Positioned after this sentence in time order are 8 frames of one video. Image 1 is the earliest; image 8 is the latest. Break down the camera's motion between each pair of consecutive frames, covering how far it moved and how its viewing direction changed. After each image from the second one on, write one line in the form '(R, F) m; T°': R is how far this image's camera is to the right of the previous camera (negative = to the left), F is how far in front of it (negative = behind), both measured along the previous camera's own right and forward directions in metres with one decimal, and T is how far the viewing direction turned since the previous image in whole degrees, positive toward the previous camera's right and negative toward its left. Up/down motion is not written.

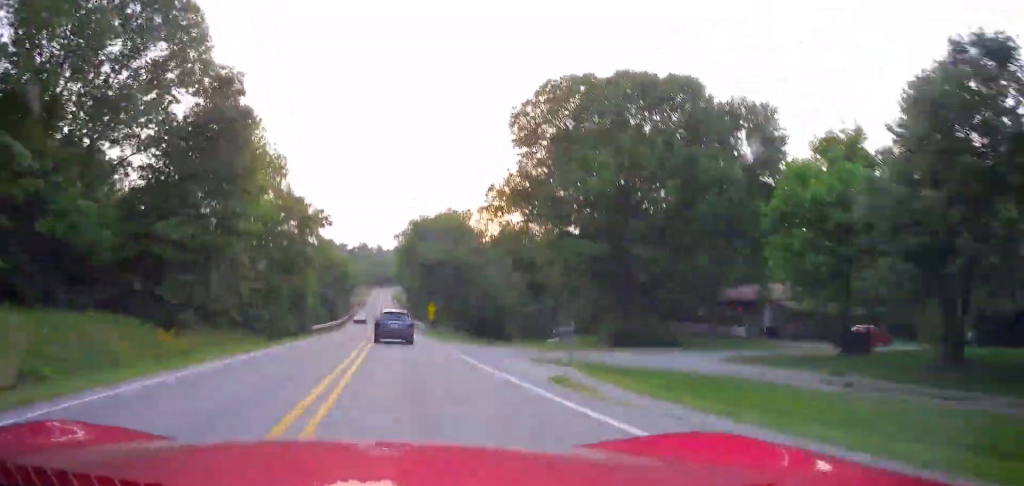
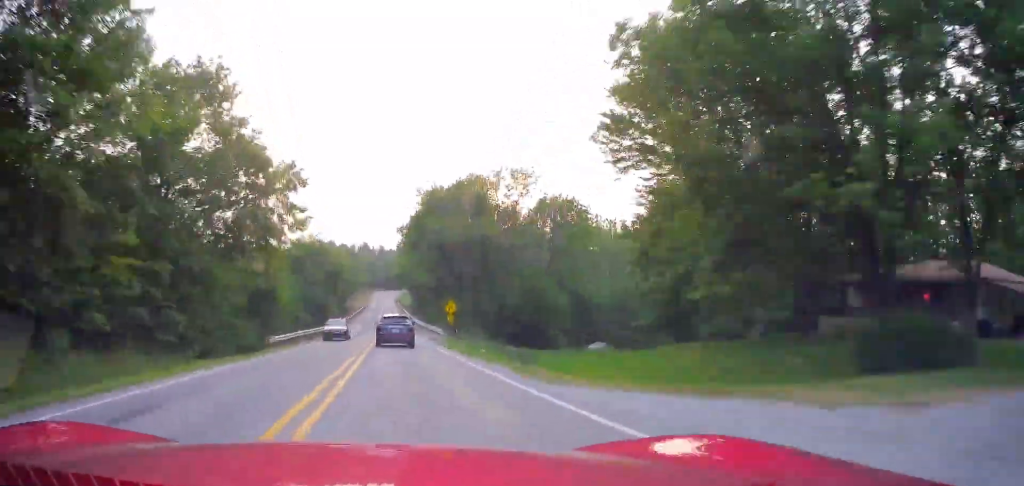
(-0.3, +20.5) m; -1°
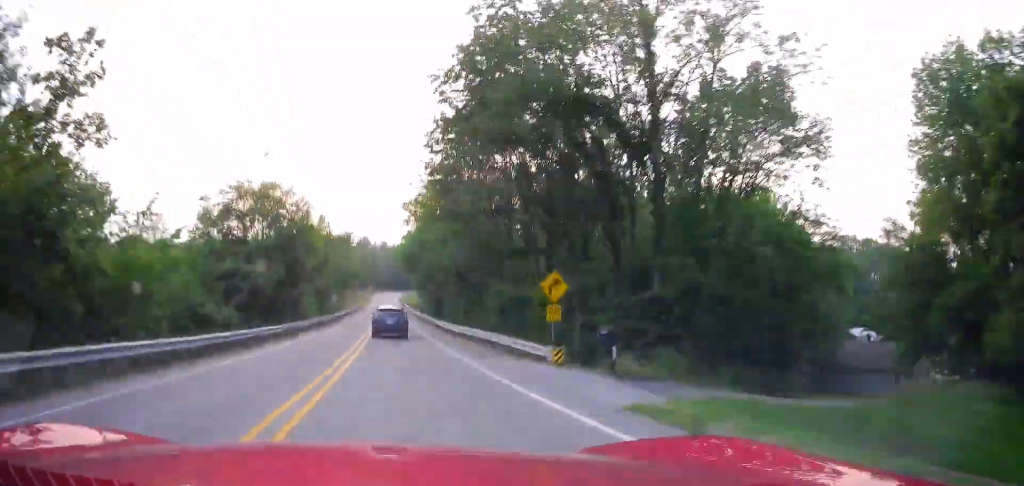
(-0.3, +36.4) m; -1°
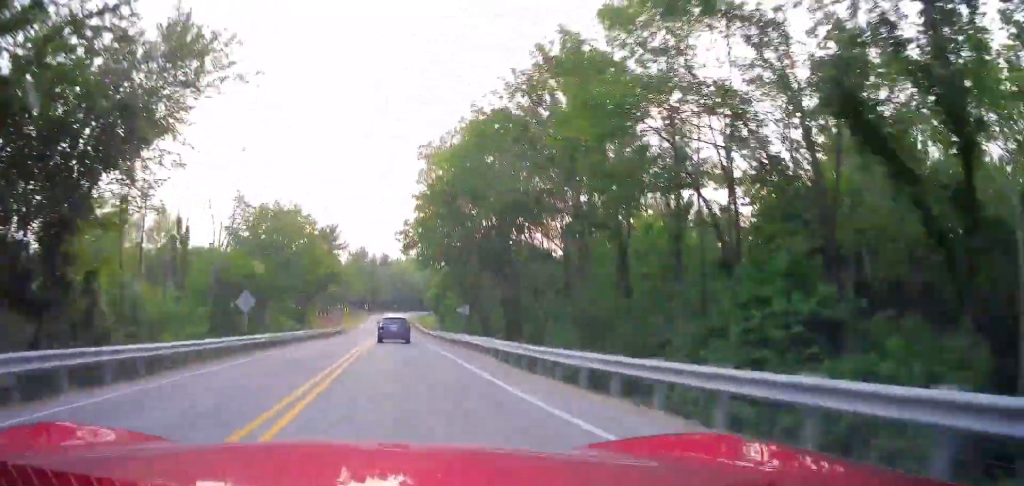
(-0.4, +52.7) m; 0°
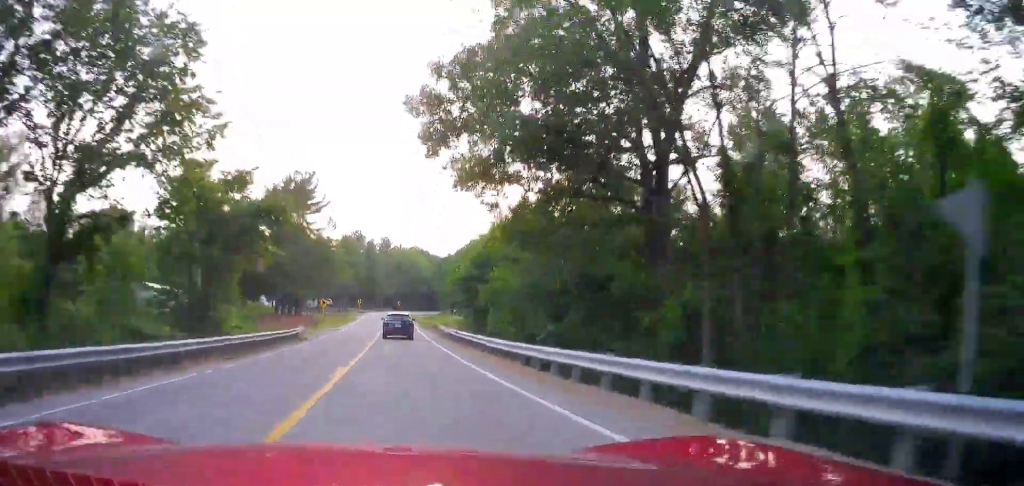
(+0.2, +38.6) m; 0°
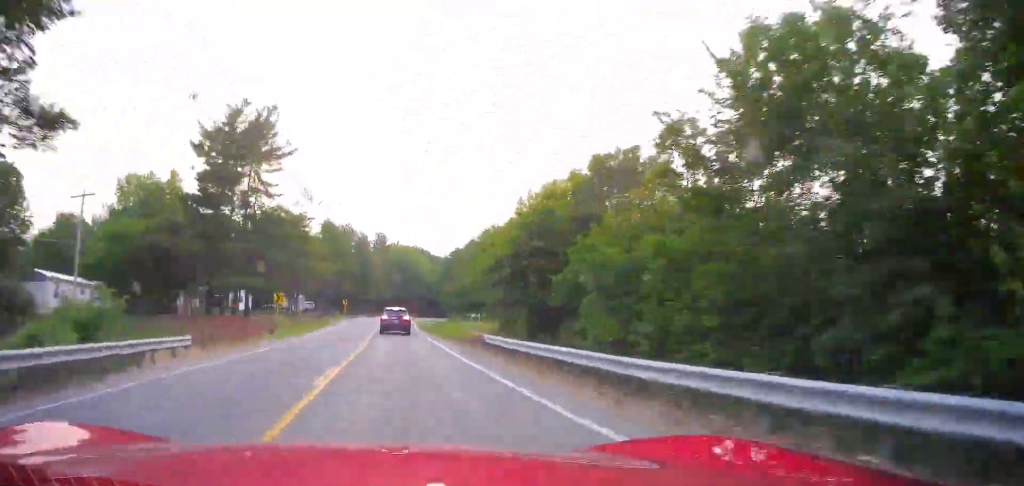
(-0.1, +25.6) m; 0°
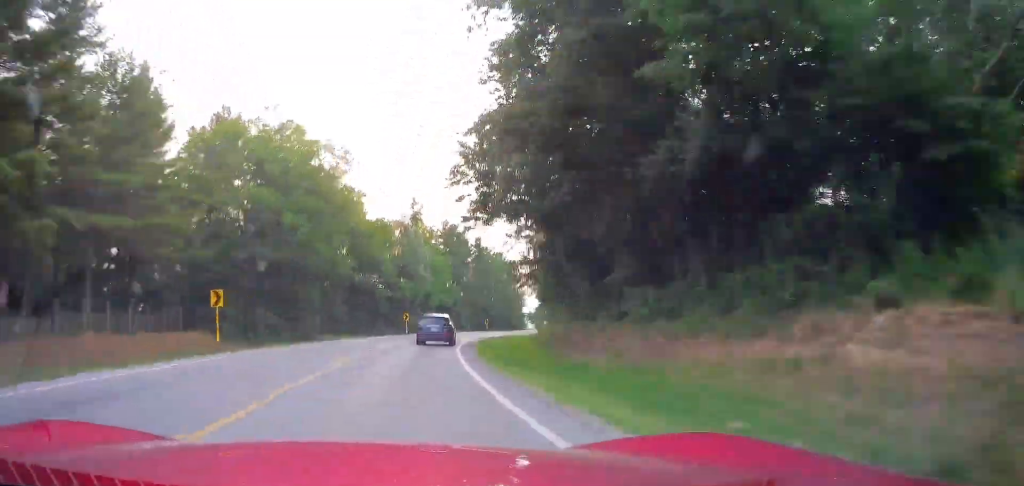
(+5.1, +106.8) m; +10°
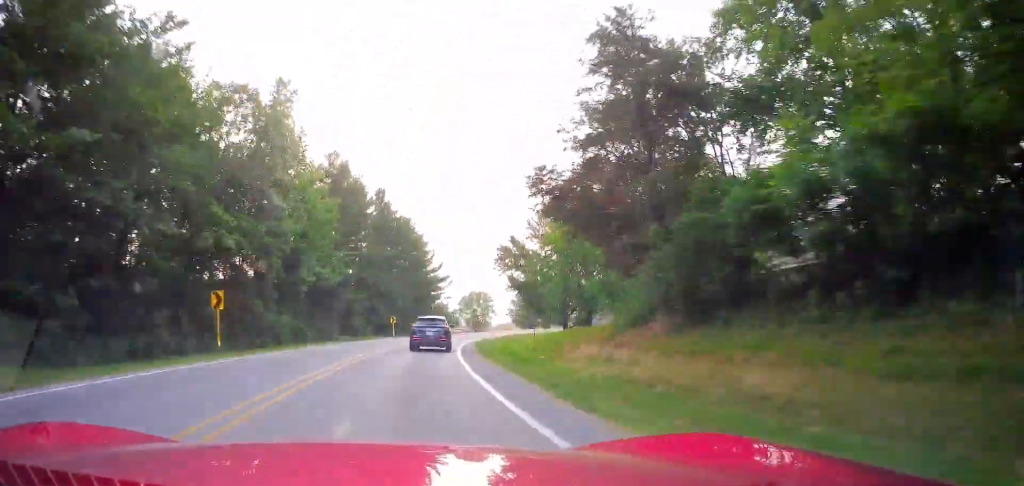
(+4.0, +45.7) m; +10°
